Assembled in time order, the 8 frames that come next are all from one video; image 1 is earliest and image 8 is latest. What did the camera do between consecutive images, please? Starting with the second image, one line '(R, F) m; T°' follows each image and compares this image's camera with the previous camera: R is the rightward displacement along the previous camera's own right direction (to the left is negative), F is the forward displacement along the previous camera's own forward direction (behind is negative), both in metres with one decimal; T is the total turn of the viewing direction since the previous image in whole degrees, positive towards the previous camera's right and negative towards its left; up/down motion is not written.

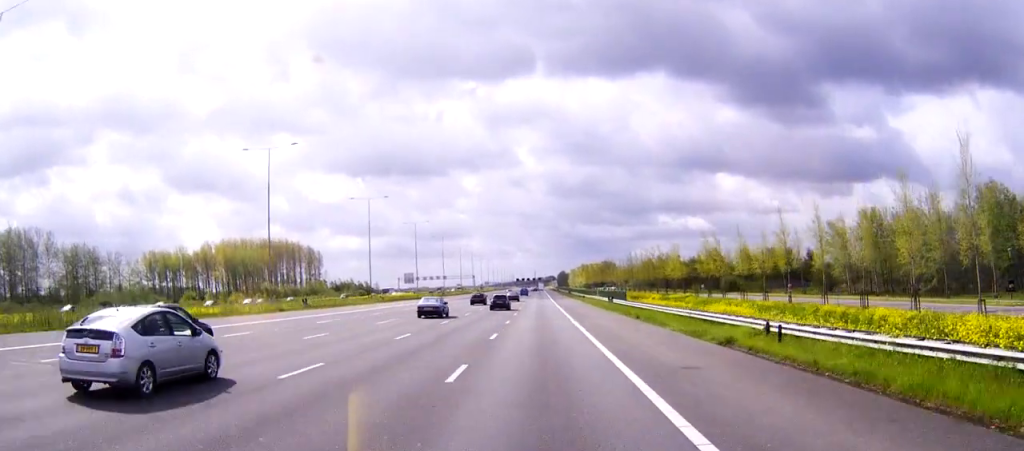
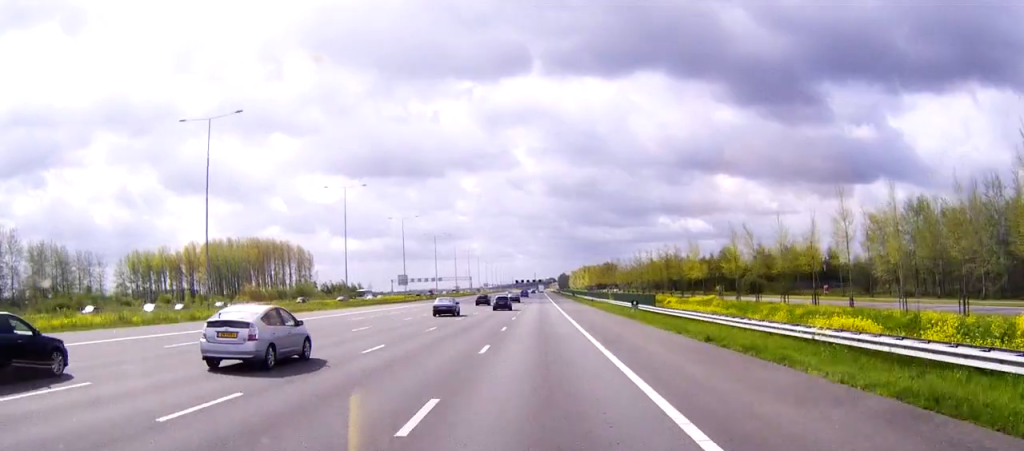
(0.0, +17.8) m; 0°
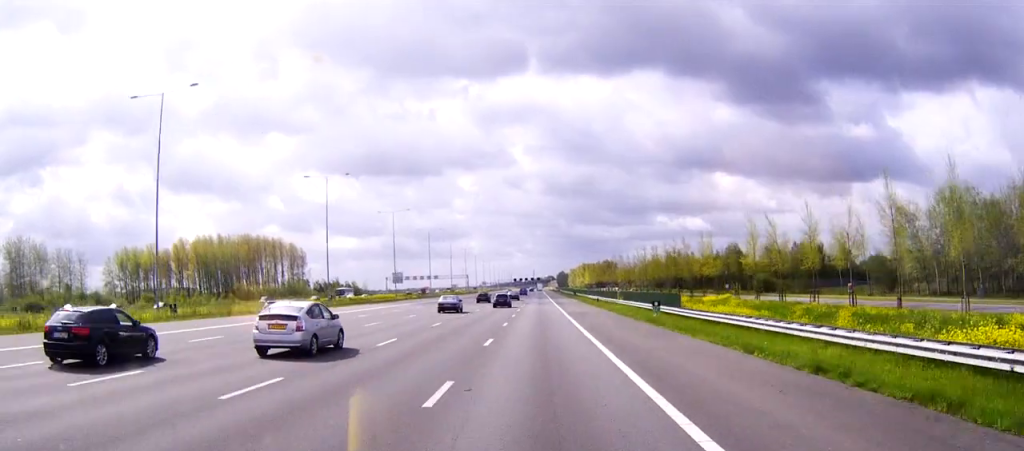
(0.0, +10.3) m; 0°
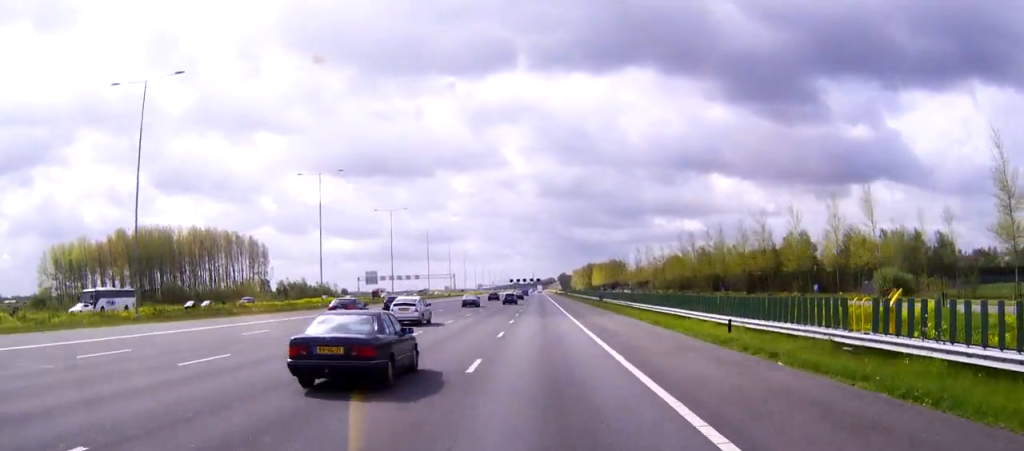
(0.0, +57.4) m; 0°
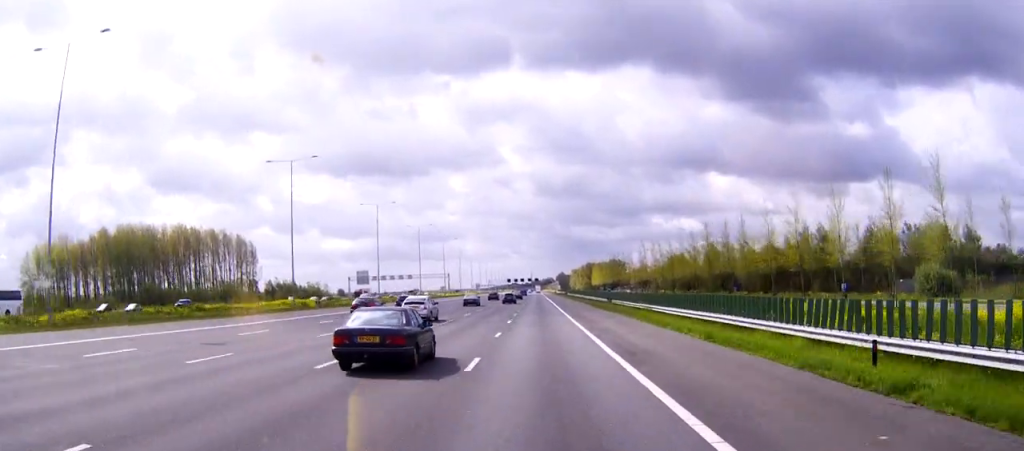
(0.0, +12.2) m; 0°
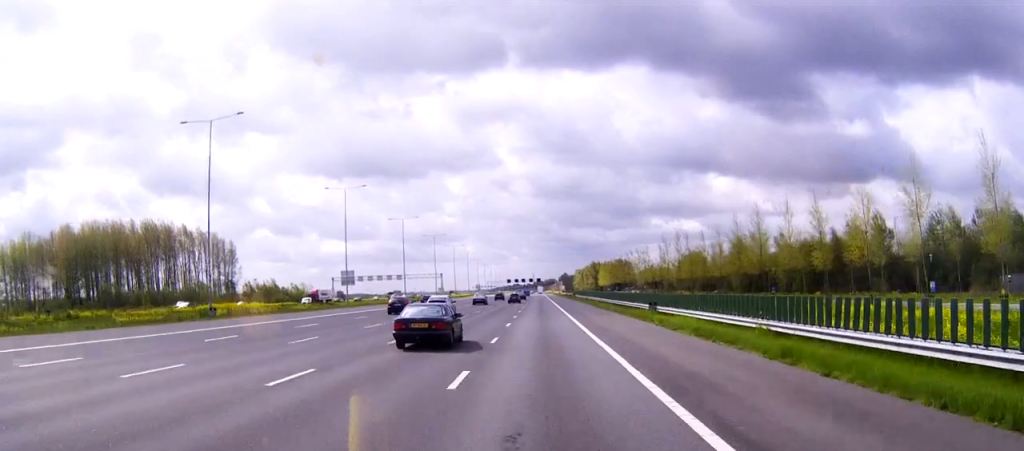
(0.0, +26.4) m; 0°
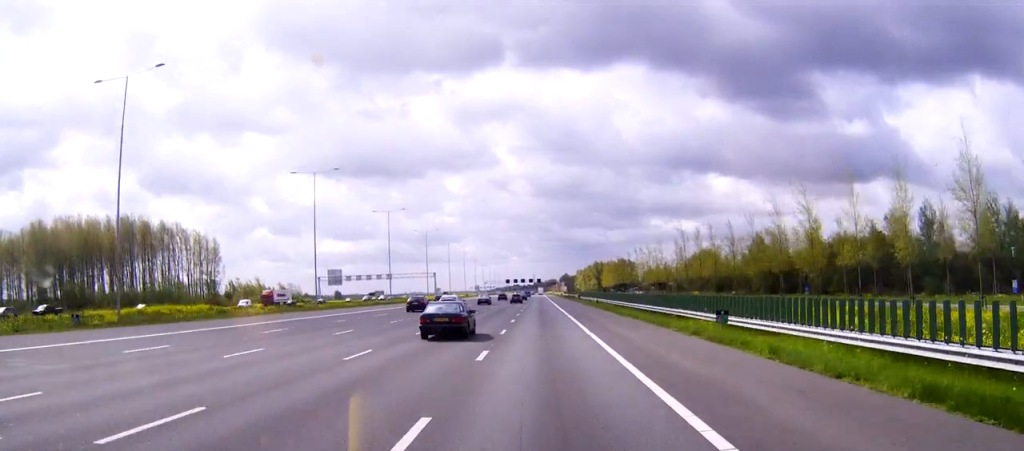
(0.0, +17.6) m; 0°
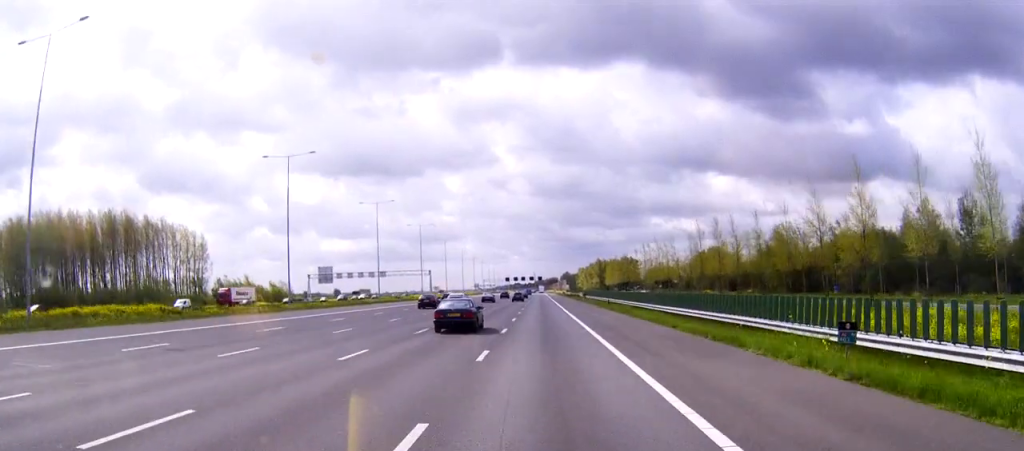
(0.0, +12.2) m; 0°
